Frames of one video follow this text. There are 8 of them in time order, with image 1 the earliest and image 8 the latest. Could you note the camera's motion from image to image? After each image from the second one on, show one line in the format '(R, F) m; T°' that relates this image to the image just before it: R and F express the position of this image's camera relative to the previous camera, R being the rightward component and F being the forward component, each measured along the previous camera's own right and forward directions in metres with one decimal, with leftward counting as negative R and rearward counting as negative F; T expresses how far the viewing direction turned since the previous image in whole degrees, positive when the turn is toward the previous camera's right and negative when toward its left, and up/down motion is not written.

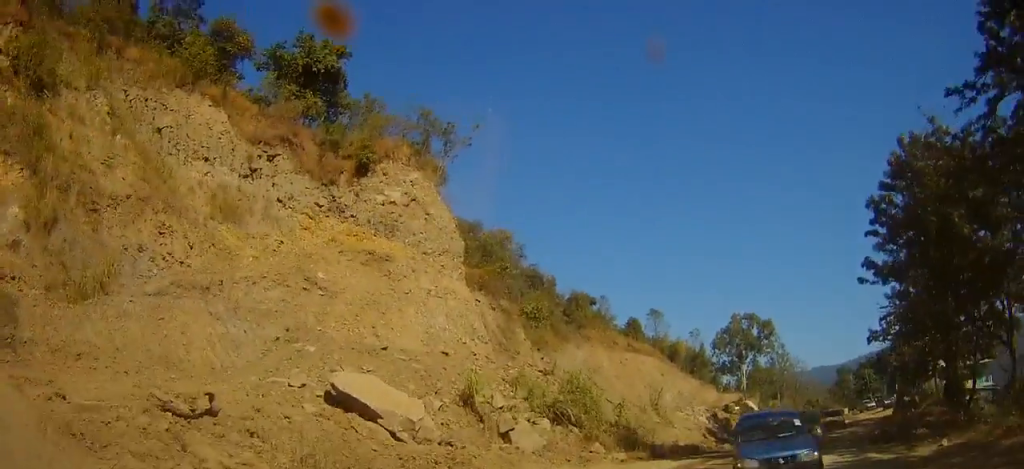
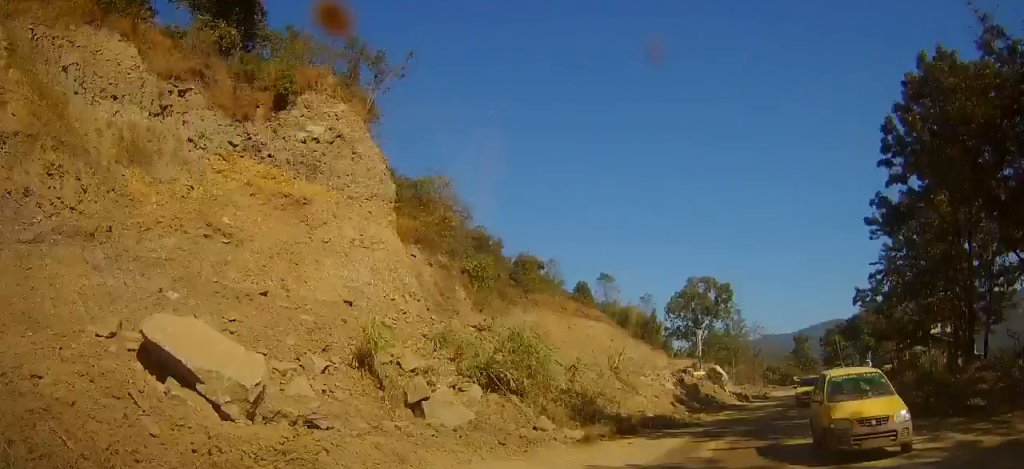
(+0.4, +6.7) m; +6°
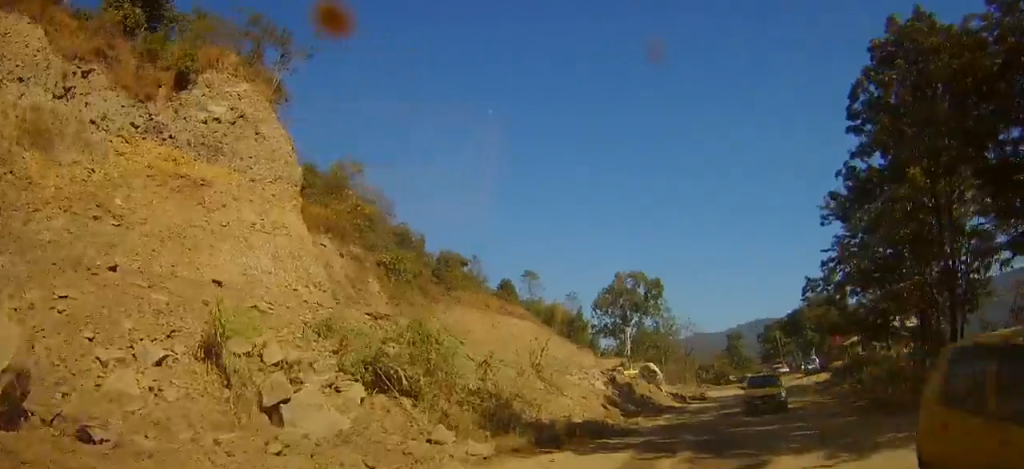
(+0.2, +4.1) m; +5°
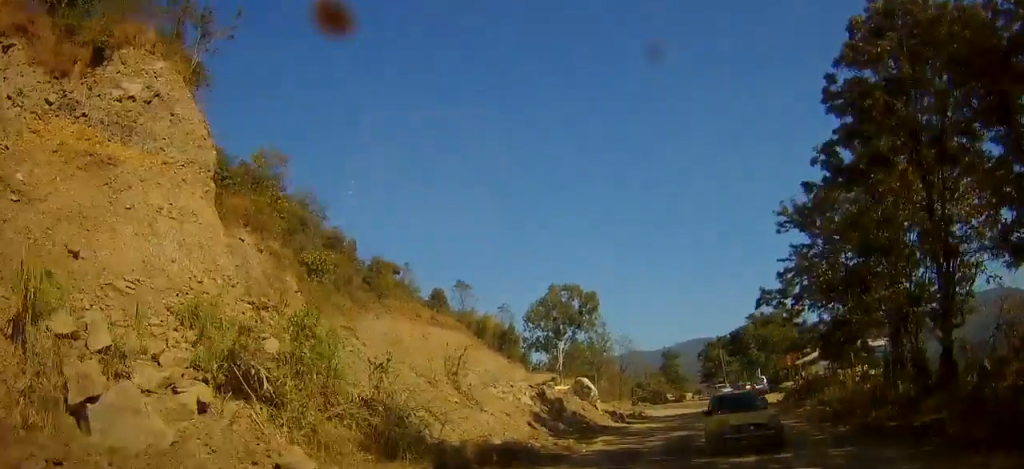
(0.0, +3.9) m; +5°
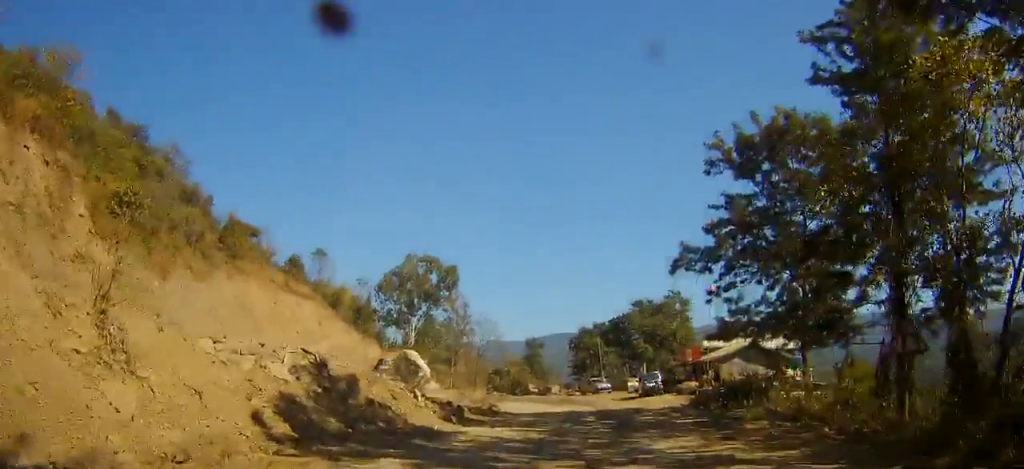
(+1.4, +13.1) m; +8°
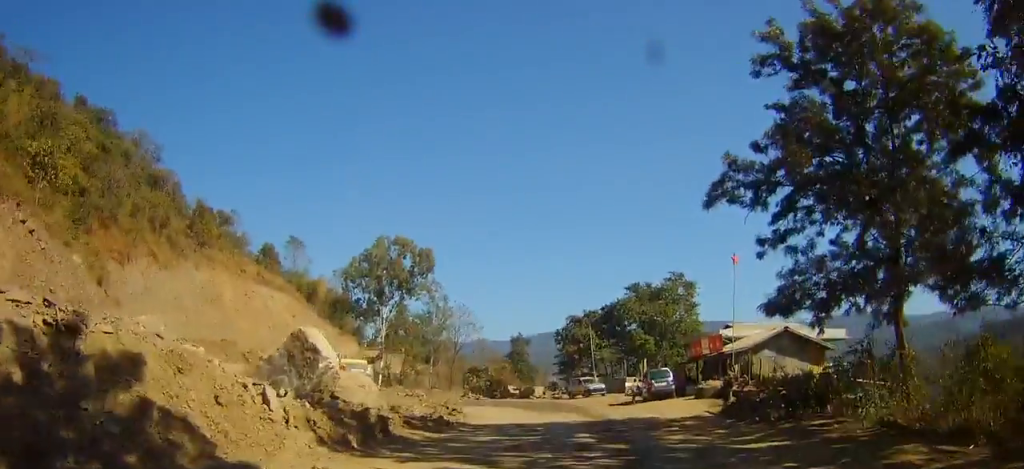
(+0.2, +10.6) m; +2°
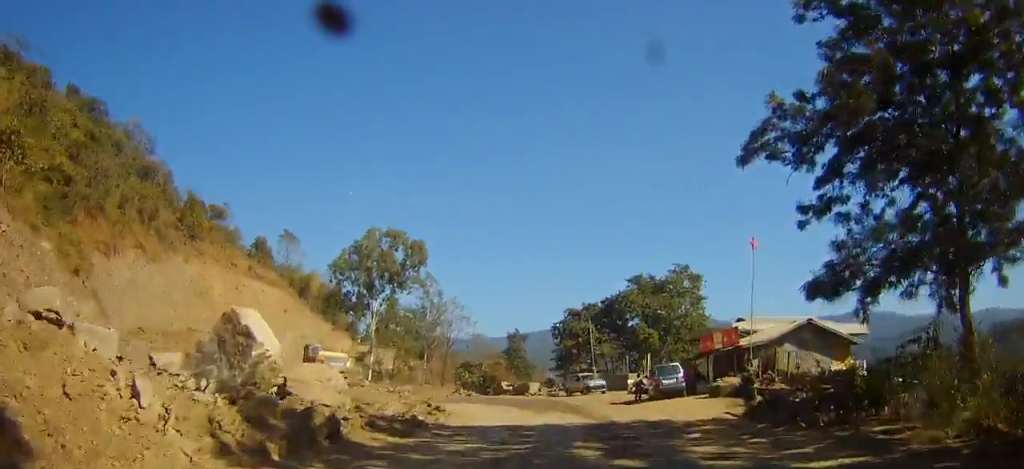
(0.0, +4.2) m; +1°
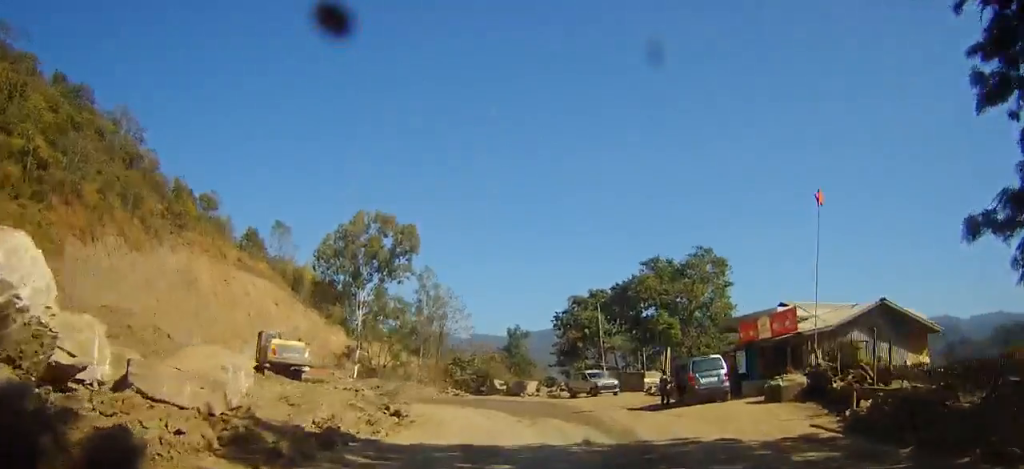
(+0.1, +8.4) m; 0°
